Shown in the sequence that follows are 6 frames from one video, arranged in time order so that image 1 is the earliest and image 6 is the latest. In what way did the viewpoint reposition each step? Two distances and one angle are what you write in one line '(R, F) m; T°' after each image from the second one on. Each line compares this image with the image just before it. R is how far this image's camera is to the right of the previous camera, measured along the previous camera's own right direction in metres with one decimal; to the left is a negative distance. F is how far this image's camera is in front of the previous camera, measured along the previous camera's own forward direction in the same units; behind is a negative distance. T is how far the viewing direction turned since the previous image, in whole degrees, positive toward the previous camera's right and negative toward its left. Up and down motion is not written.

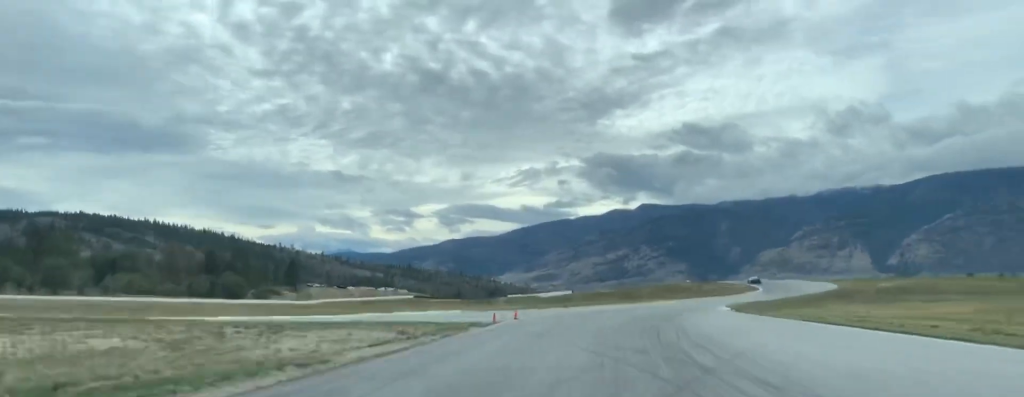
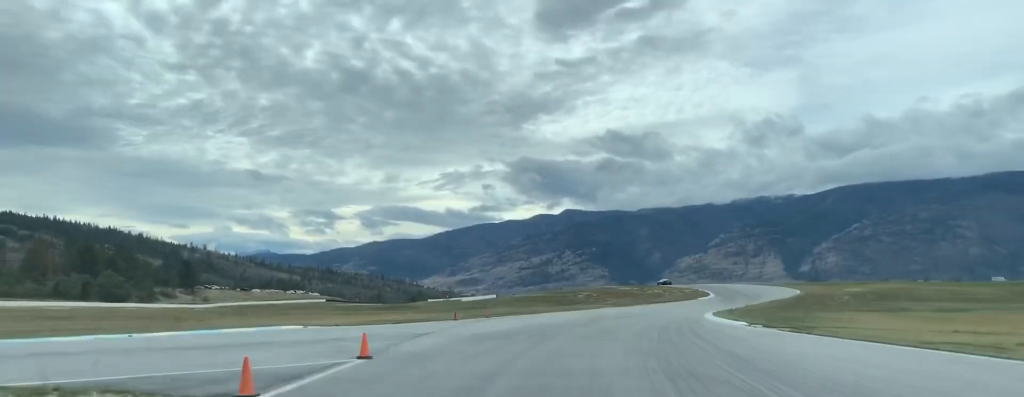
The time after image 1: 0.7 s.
(+4.5, +21.1) m; +12°
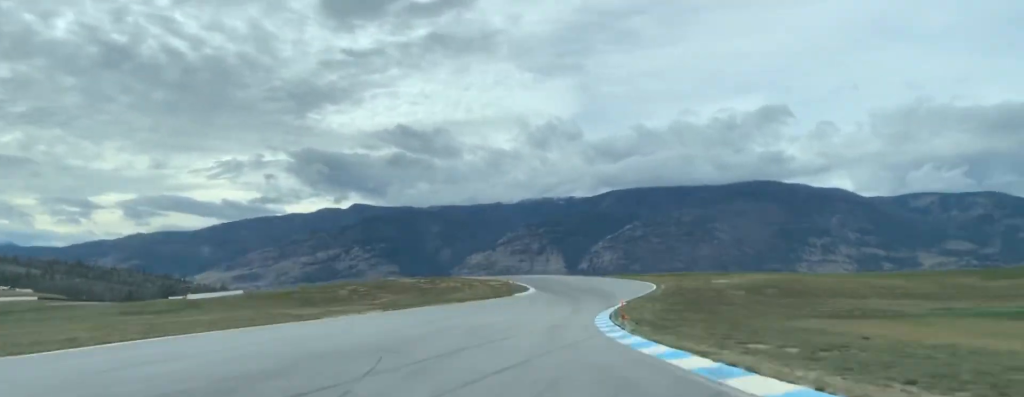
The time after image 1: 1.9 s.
(+5.8, +42.4) m; +8°
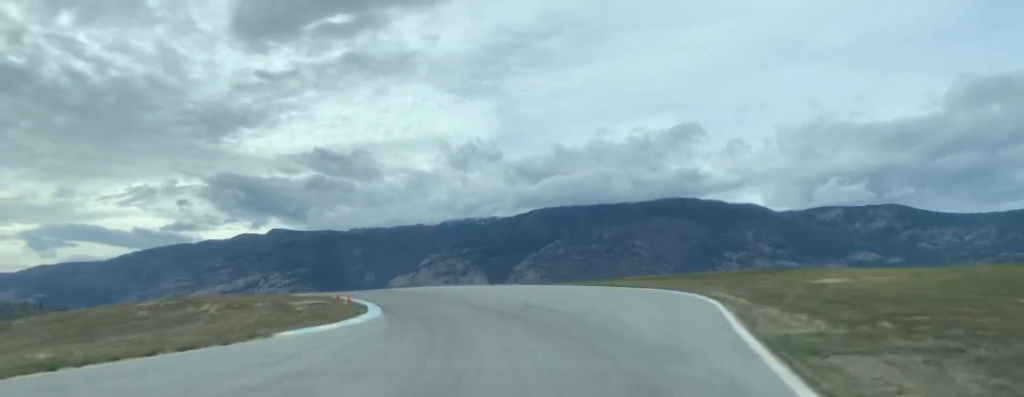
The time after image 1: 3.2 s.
(-0.9, +49.5) m; -3°
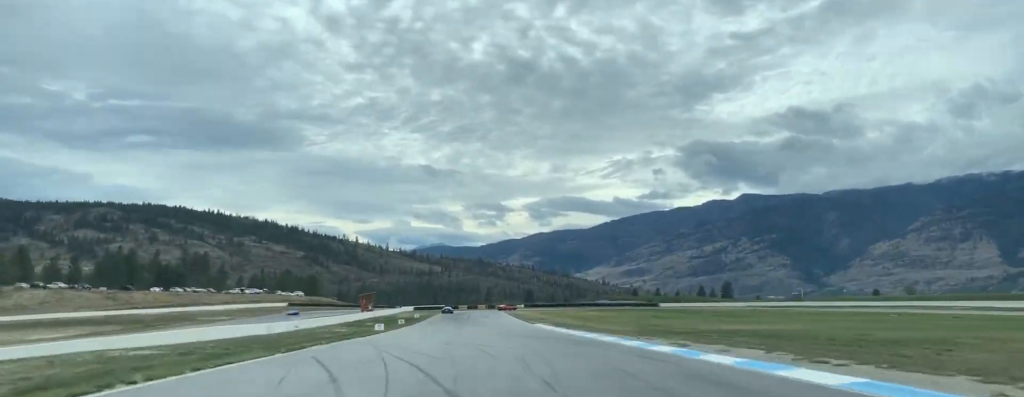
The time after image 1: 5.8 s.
(-19.3, +94.1) m; -27°
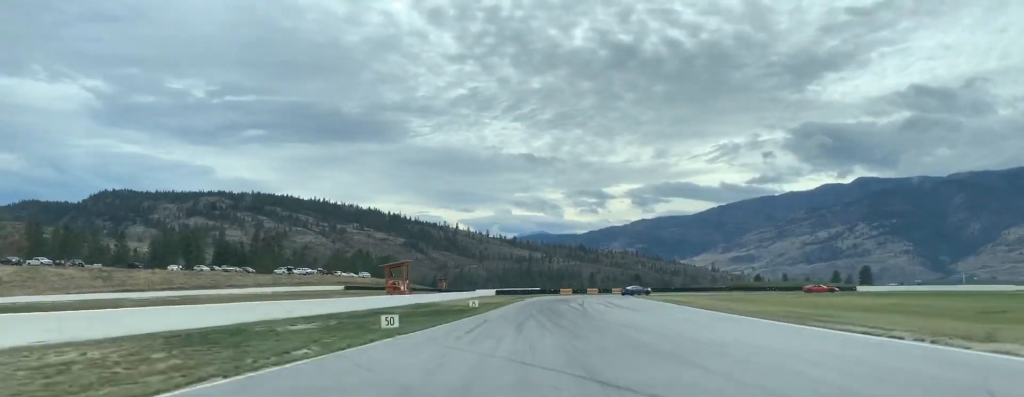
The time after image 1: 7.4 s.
(-5.8, +59.7) m; -7°
